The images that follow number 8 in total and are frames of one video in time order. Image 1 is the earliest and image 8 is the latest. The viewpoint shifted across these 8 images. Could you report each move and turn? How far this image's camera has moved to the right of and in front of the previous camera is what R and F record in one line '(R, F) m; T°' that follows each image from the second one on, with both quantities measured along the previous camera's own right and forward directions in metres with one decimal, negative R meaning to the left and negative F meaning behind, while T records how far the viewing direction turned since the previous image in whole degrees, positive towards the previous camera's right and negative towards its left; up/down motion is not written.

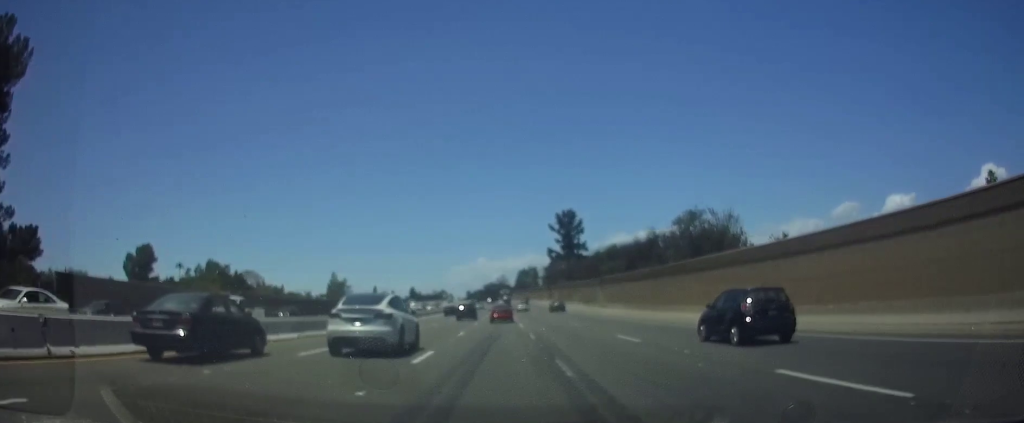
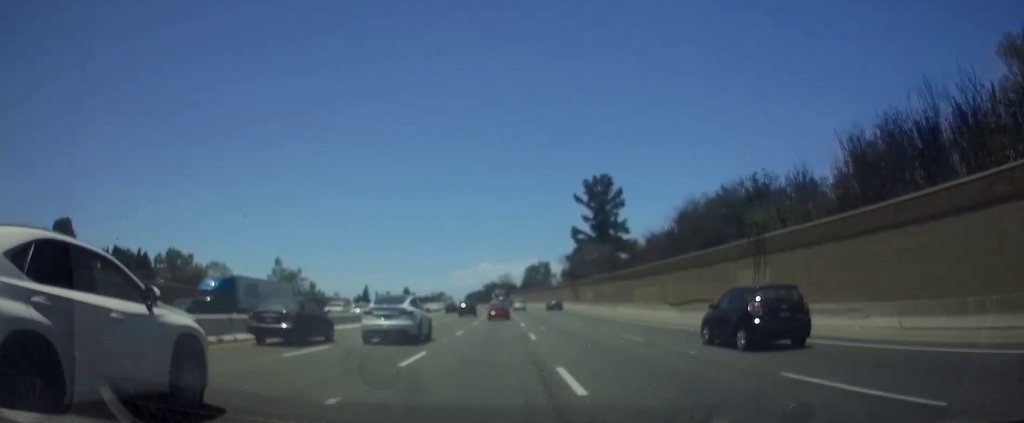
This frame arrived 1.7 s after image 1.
(+0.1, +44.7) m; 0°
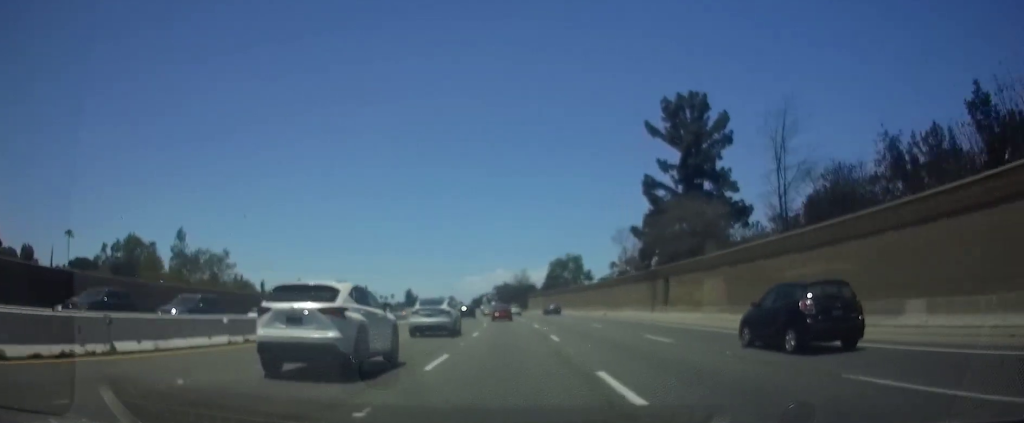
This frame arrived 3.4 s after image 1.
(-0.2, +44.2) m; -1°
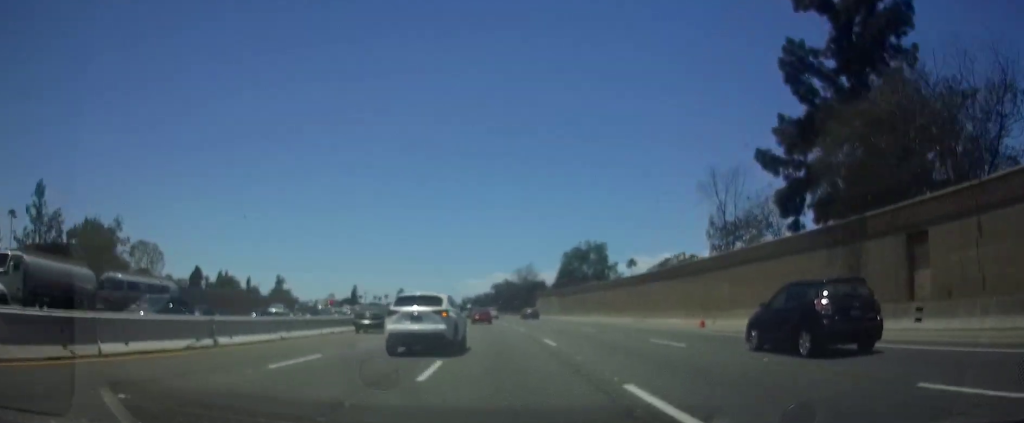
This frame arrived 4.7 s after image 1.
(-0.3, +30.3) m; -2°
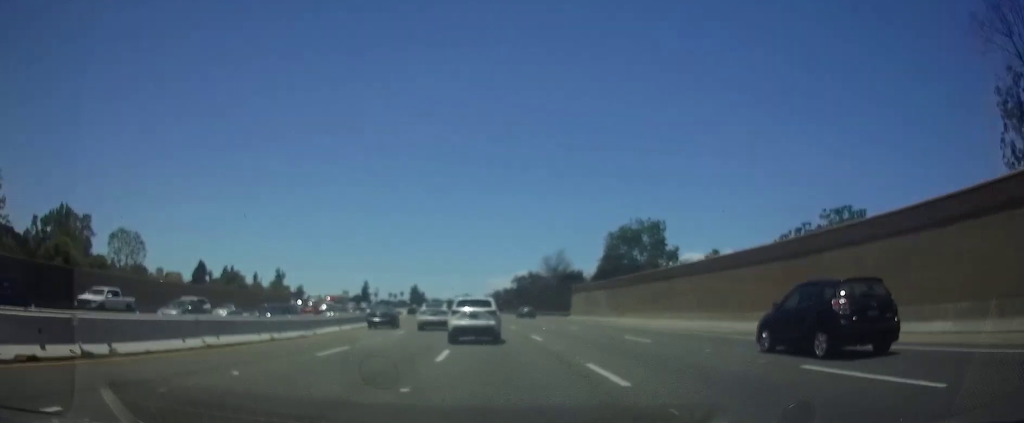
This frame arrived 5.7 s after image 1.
(-0.5, +24.9) m; -2°
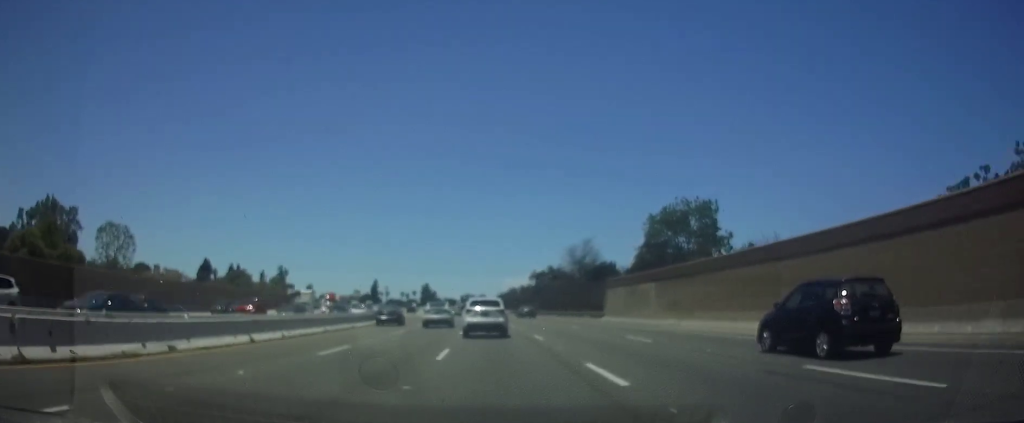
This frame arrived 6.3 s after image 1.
(0.0, +14.2) m; -1°
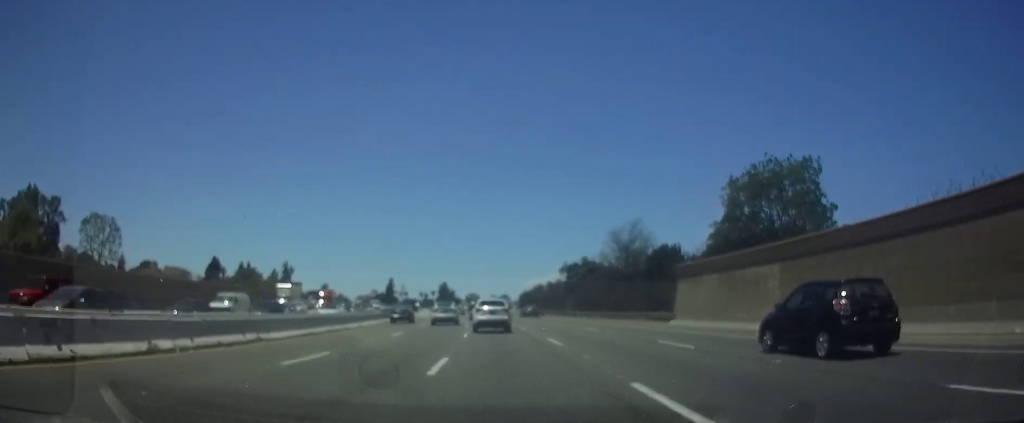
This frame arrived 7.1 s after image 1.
(-0.5, +17.9) m; -2°
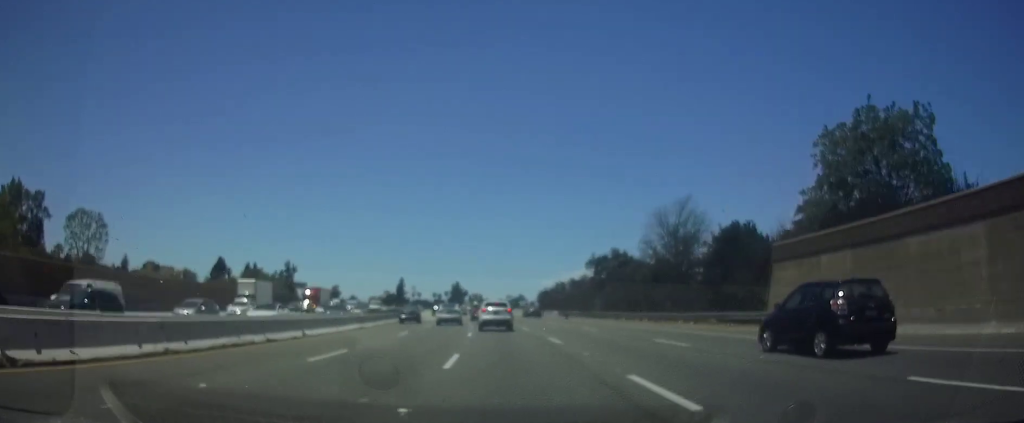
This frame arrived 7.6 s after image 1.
(-0.2, +13.1) m; -1°
